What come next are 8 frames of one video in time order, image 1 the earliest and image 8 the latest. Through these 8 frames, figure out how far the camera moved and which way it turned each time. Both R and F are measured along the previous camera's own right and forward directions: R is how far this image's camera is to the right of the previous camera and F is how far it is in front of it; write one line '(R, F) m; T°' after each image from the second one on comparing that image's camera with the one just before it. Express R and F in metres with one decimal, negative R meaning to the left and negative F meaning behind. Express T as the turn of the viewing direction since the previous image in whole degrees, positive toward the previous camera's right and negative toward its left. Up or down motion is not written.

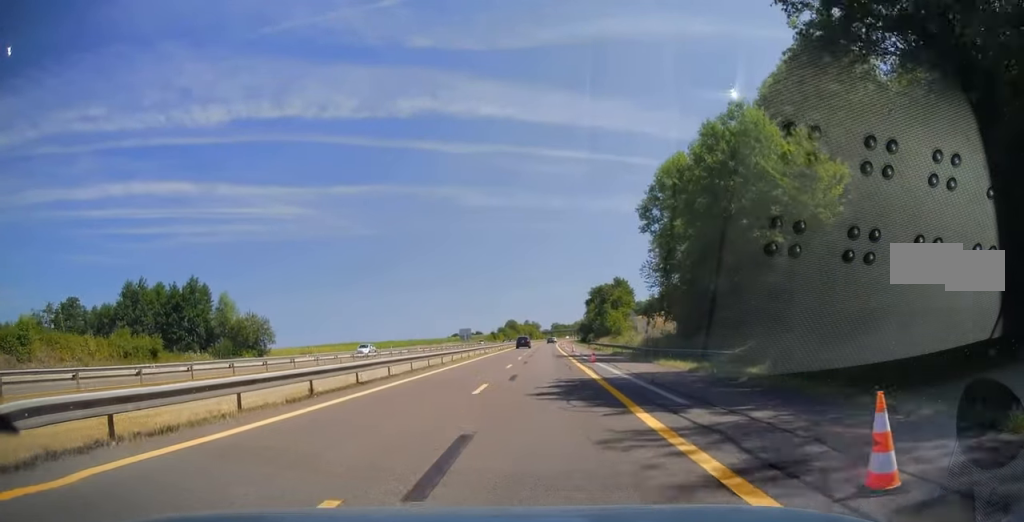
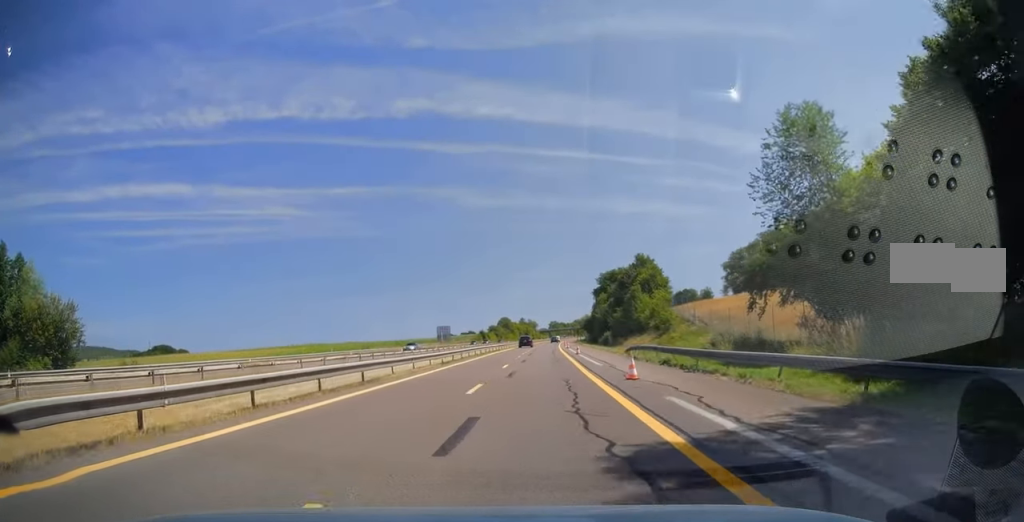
(0.0, +39.3) m; 0°
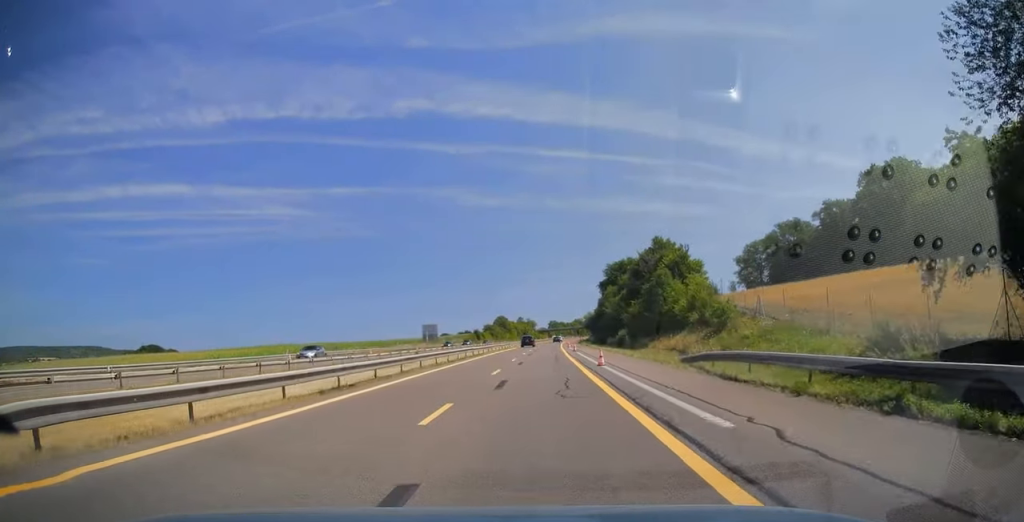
(0.0, +18.3) m; 0°
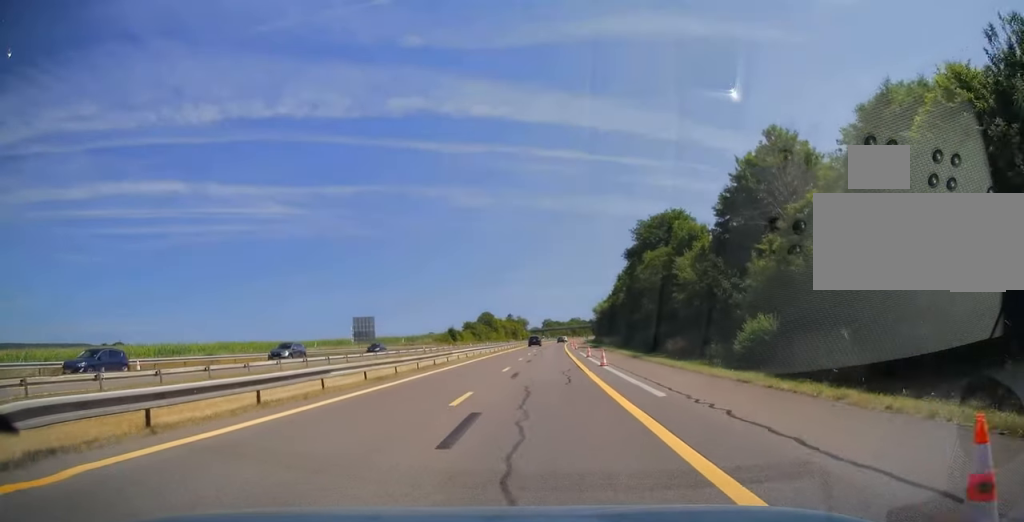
(+0.5, +49.2) m; +1°
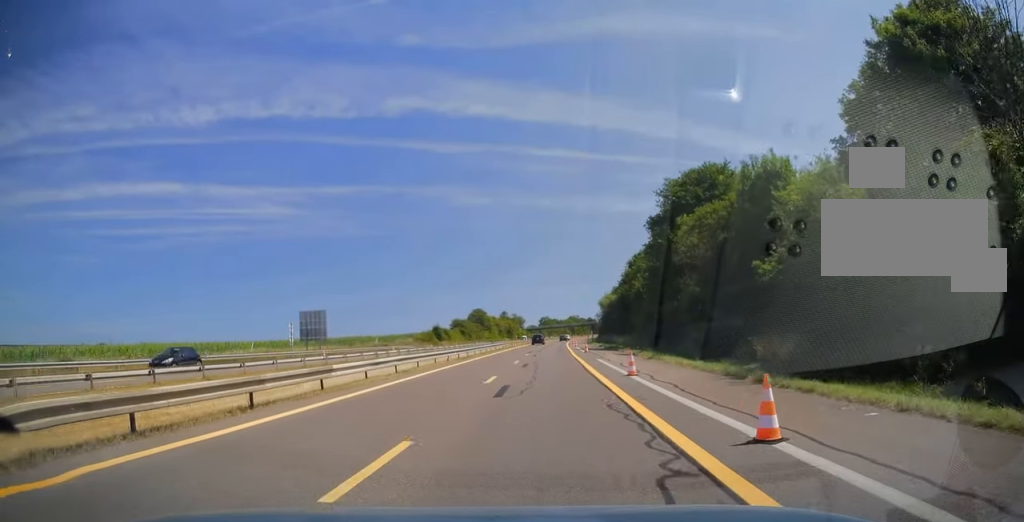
(0.0, +20.5) m; 0°
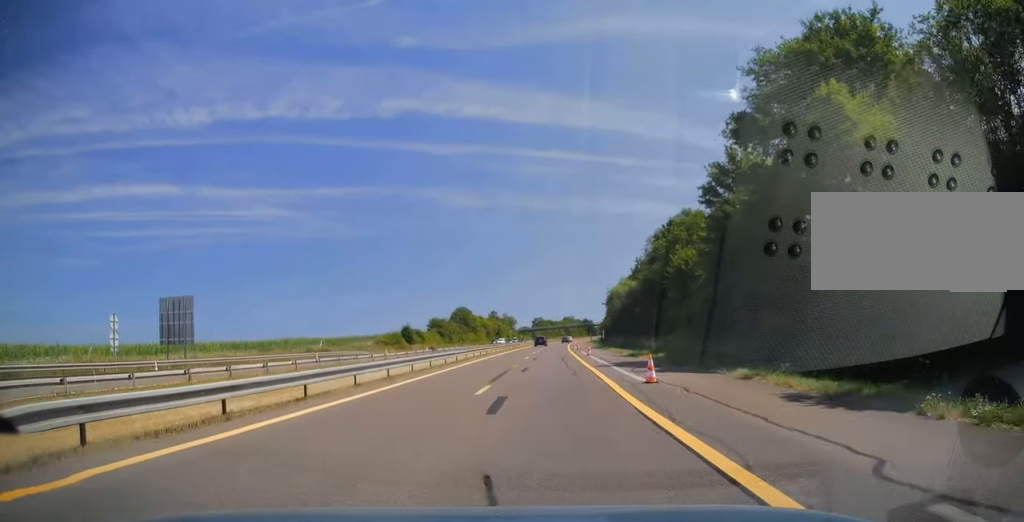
(+0.1, +29.2) m; +1°
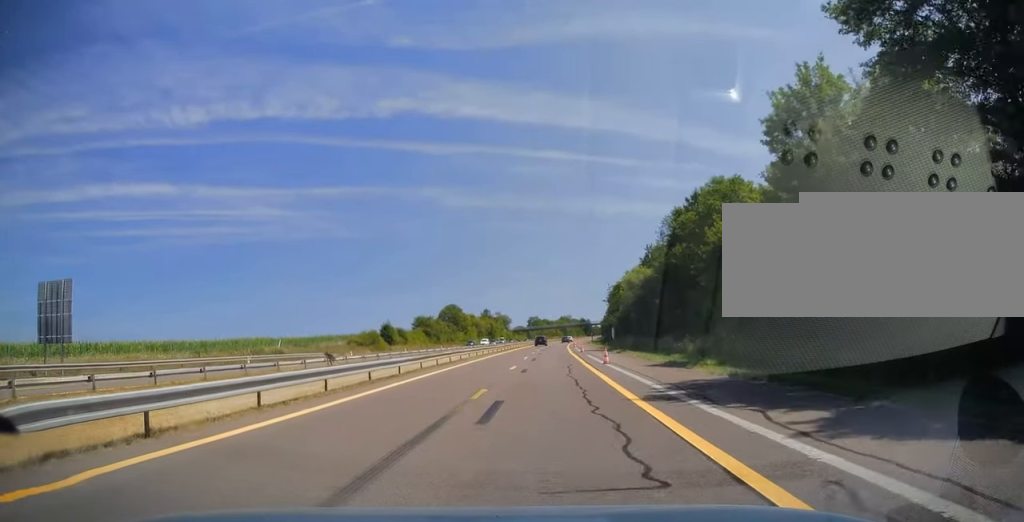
(+0.1, +14.4) m; 0°
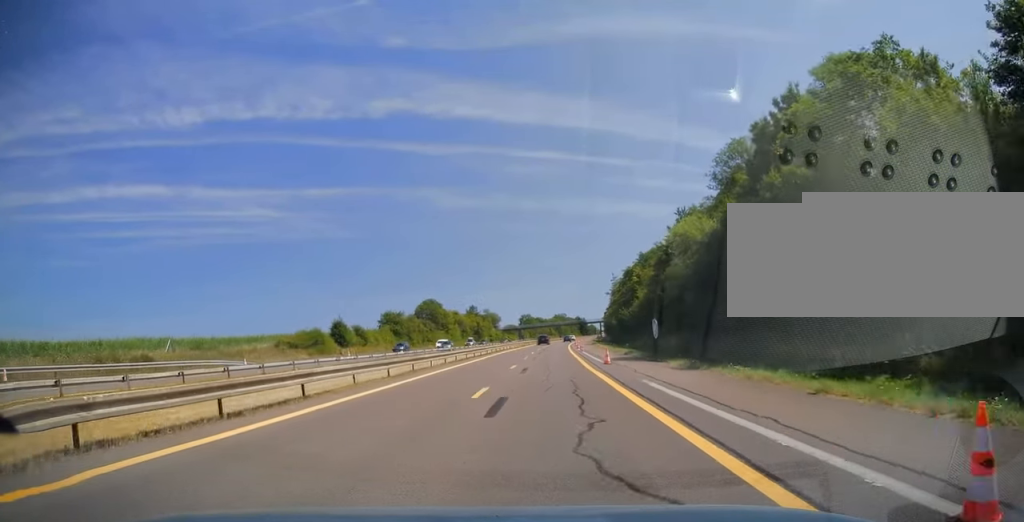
(+0.1, +25.7) m; 0°
